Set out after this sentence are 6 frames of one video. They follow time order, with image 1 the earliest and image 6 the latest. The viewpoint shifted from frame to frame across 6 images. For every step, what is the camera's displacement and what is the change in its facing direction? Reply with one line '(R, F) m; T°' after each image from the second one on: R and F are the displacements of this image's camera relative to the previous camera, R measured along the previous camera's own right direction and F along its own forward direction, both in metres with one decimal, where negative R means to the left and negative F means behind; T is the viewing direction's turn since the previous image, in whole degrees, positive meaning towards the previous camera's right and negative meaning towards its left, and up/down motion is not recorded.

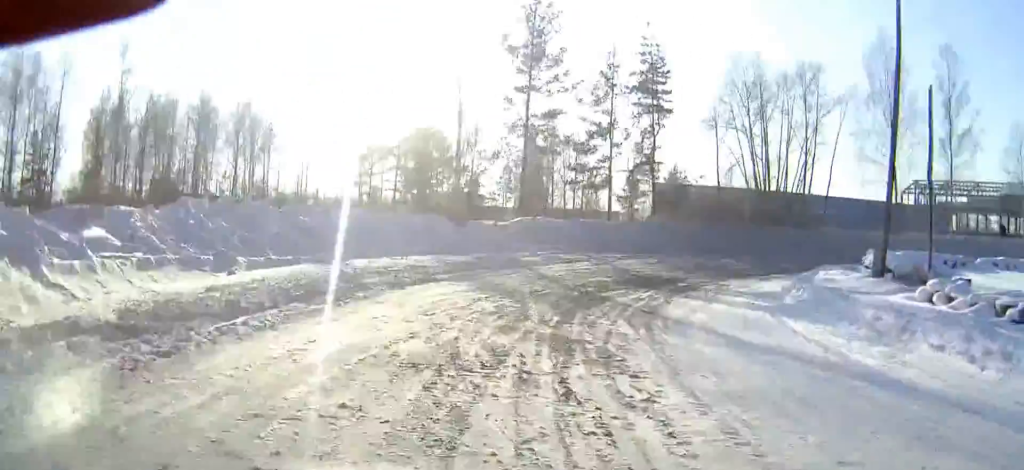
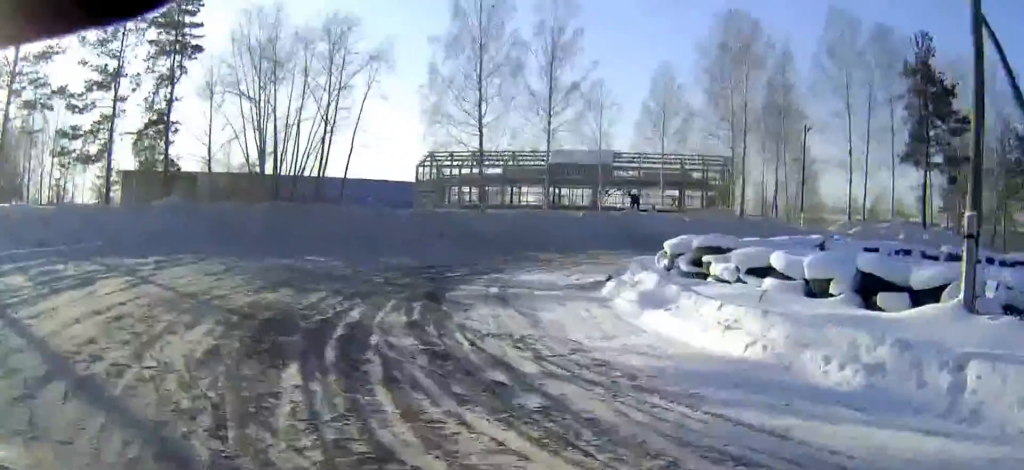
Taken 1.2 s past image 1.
(+4.3, +16.3) m; +30°
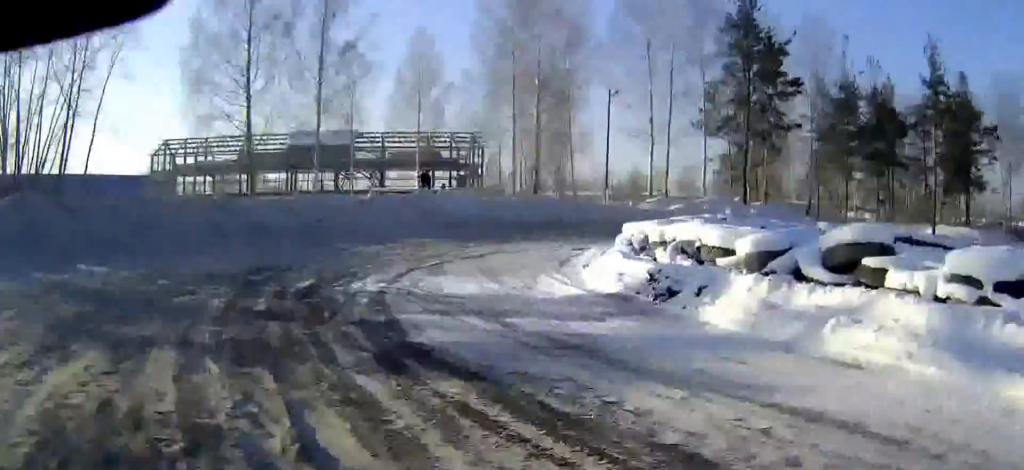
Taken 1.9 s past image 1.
(+1.9, +9.0) m; +13°
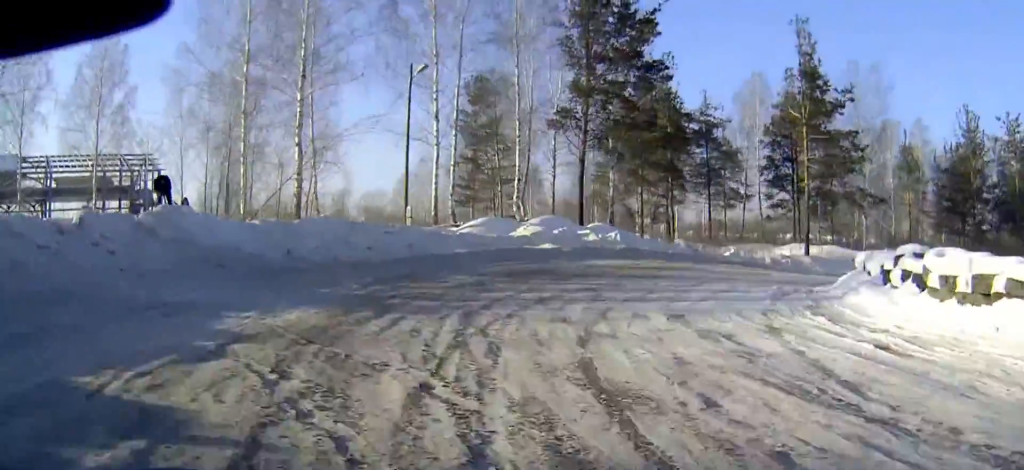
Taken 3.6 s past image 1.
(+1.4, +20.7) m; +26°
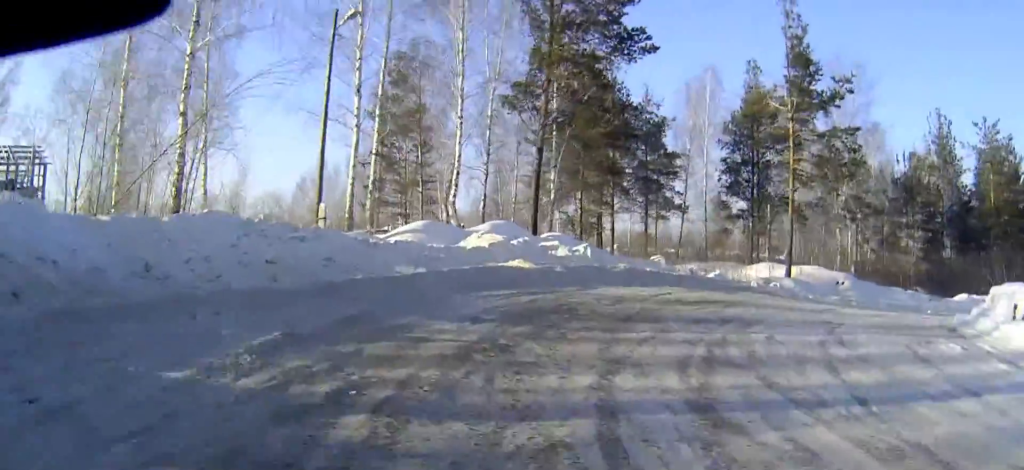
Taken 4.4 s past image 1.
(+2.4, +7.9) m; +24°
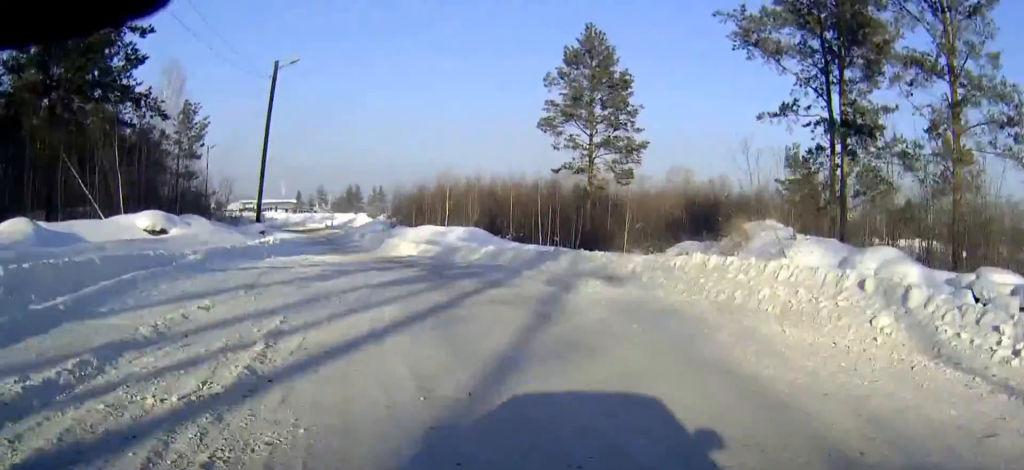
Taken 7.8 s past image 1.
(+25.6, +33.8) m; +56°
